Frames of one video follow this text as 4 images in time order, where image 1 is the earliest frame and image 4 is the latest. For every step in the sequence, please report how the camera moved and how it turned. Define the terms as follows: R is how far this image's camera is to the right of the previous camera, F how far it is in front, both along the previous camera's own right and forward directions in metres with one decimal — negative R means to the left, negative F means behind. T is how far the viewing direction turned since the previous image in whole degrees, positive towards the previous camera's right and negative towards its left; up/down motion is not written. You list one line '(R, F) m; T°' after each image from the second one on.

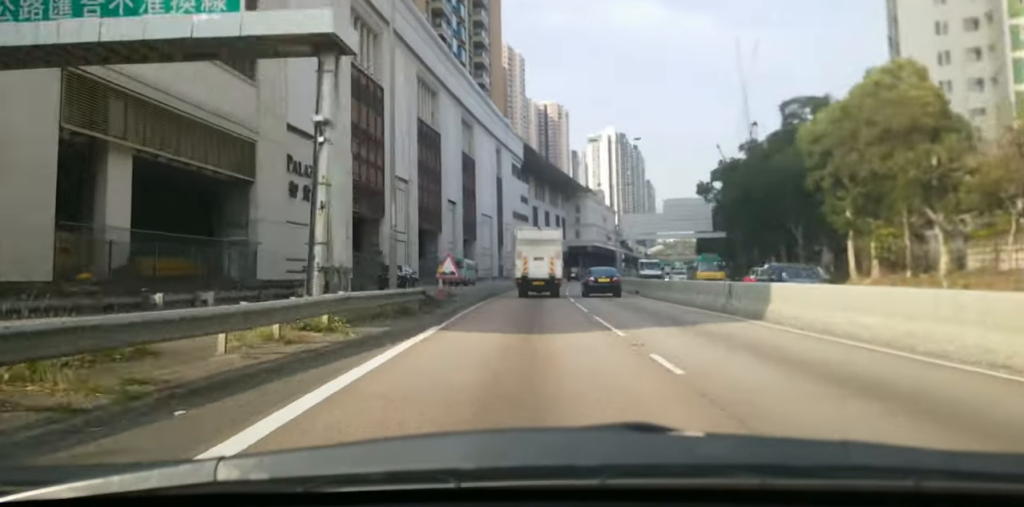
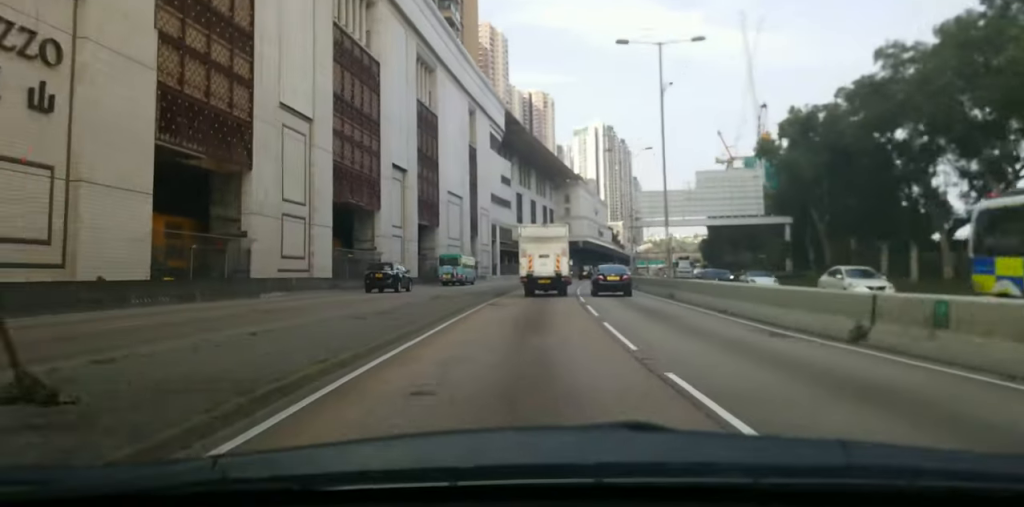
(+0.1, +29.8) m; +2°
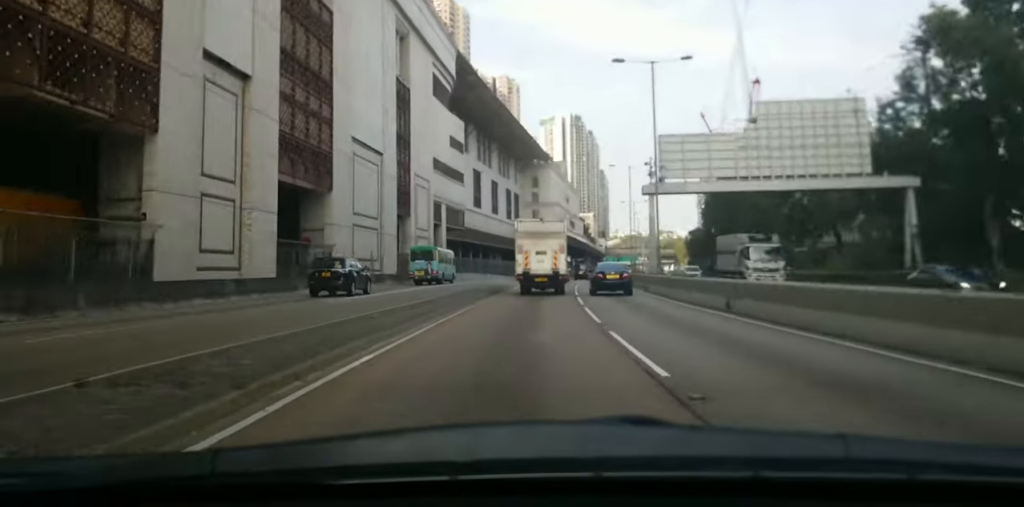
(+0.3, +18.5) m; +3°
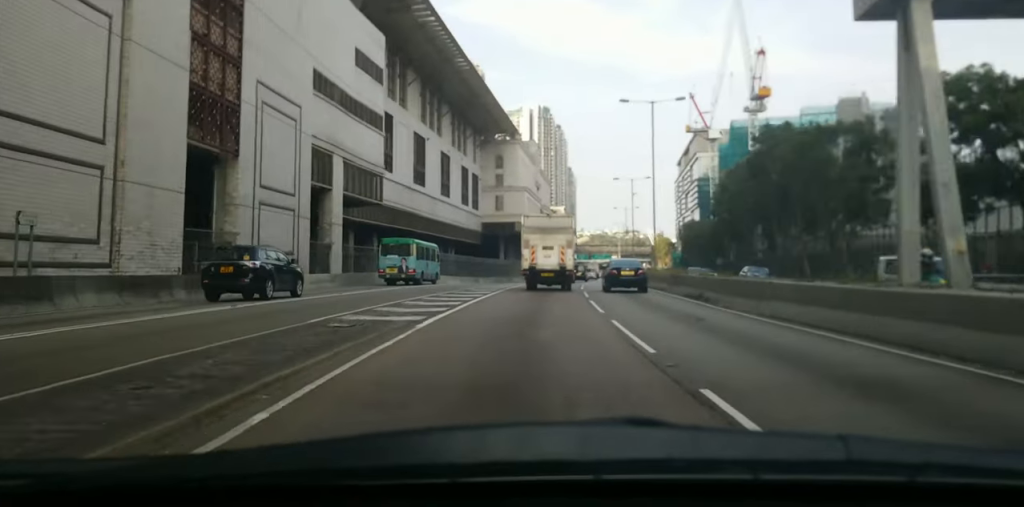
(+2.3, +34.2) m; +7°
